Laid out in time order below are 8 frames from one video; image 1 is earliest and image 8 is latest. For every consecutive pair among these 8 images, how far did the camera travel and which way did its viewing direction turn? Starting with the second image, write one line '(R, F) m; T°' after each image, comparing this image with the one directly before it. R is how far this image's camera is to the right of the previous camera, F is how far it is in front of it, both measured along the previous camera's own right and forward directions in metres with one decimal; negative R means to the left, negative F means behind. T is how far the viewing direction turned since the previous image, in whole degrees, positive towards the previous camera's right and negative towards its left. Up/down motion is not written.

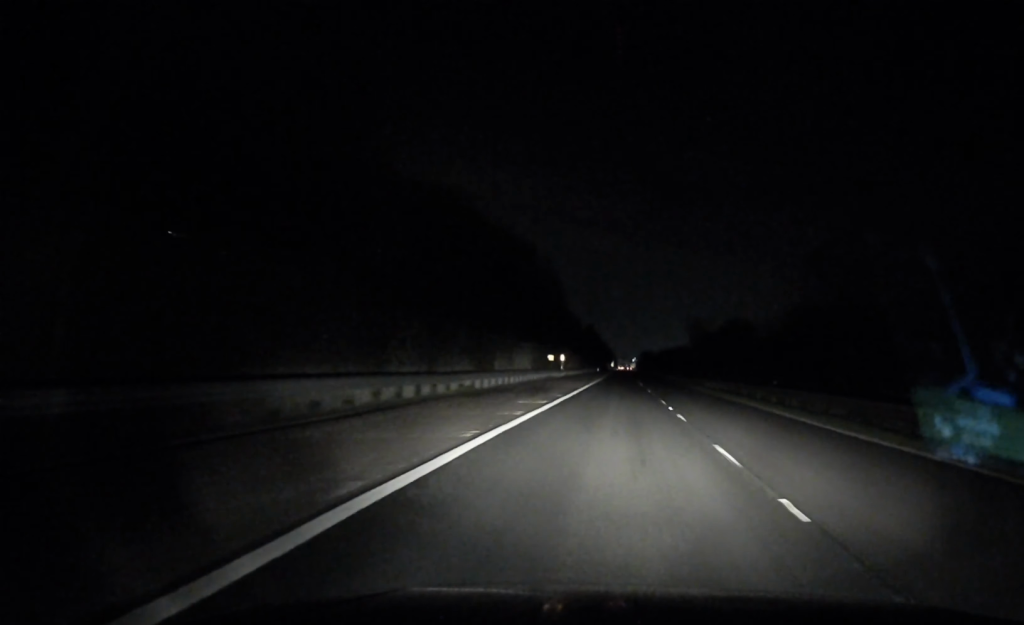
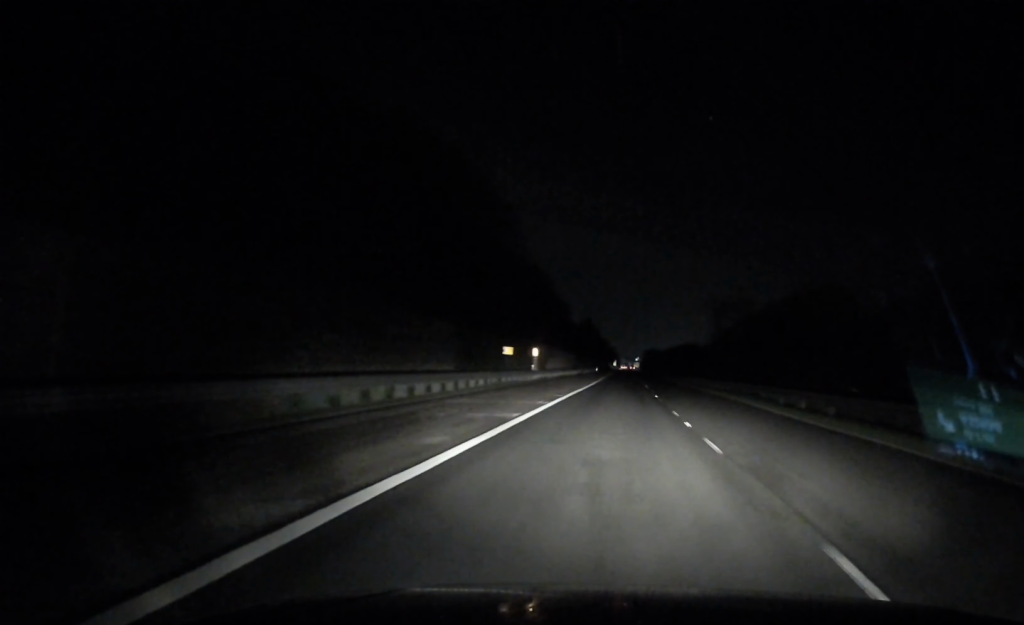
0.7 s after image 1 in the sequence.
(0.0, +24.8) m; 0°
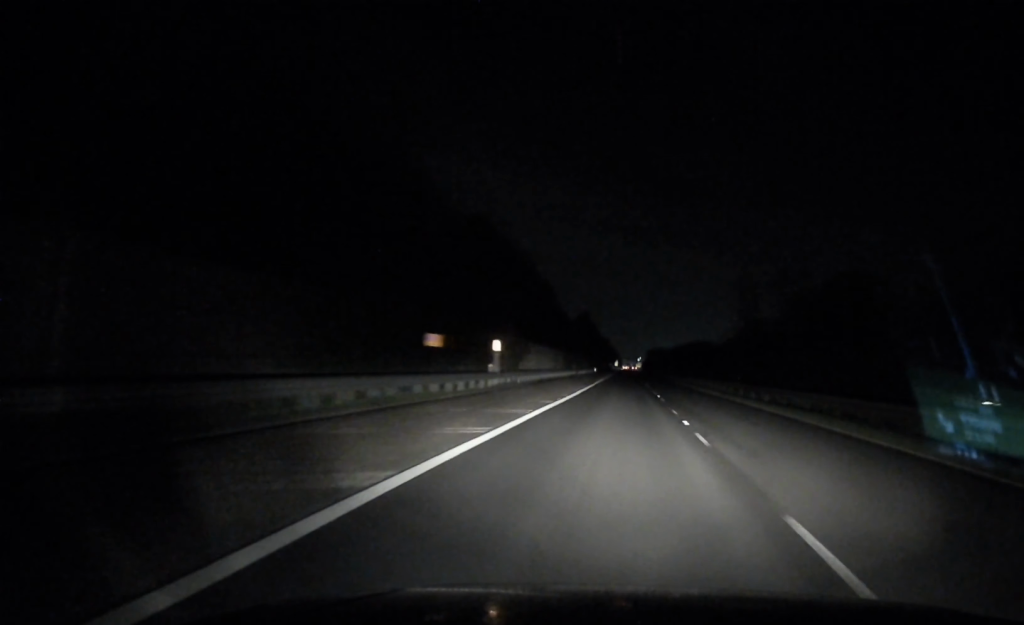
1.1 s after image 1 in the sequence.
(+0.2, +16.6) m; 0°
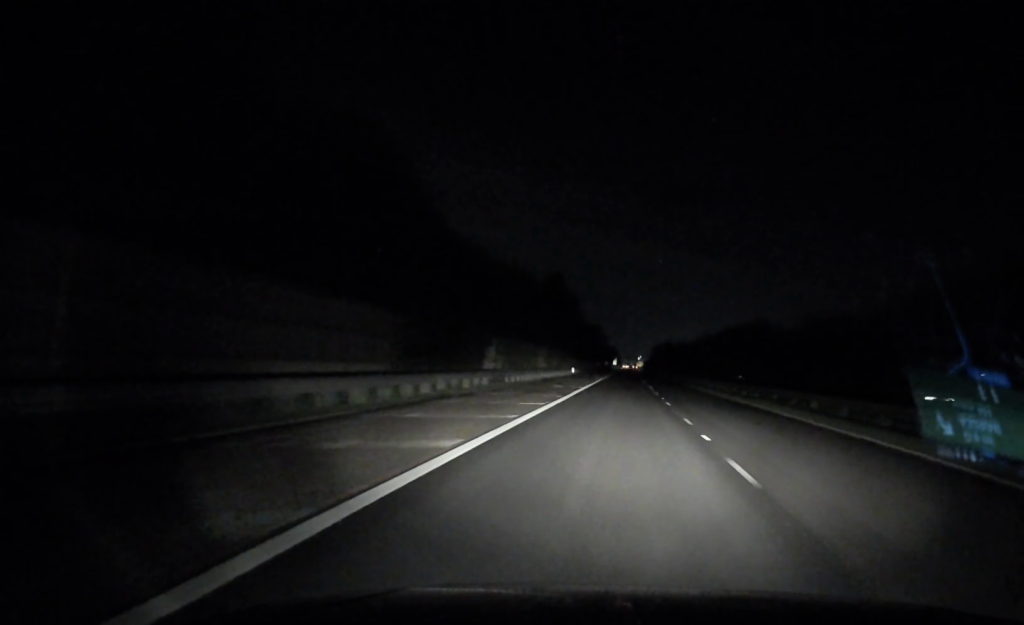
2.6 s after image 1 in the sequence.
(-0.5, +56.9) m; 0°
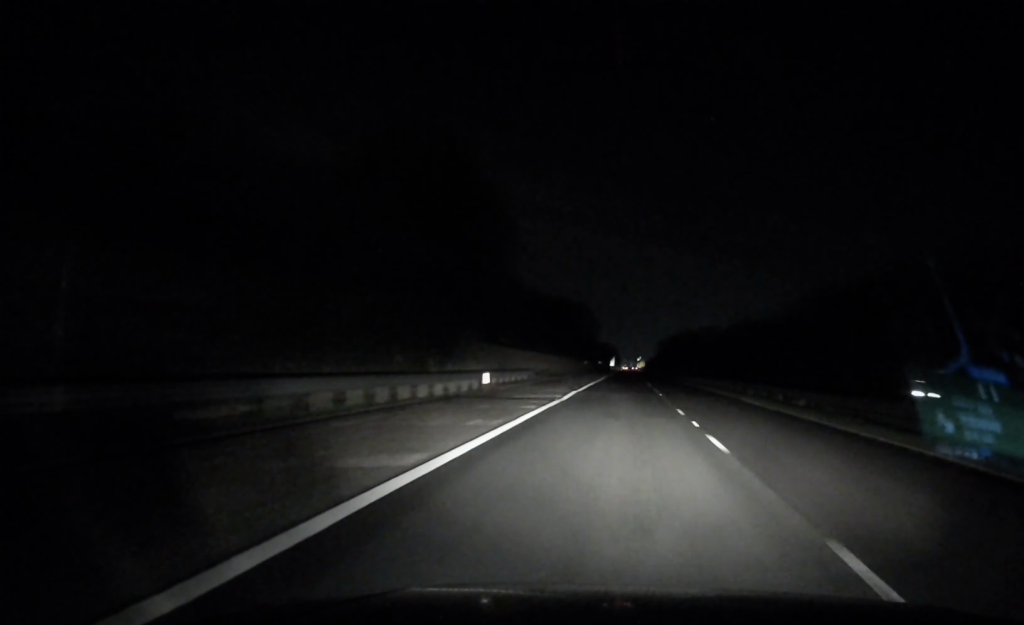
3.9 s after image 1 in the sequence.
(+0.4, +49.4) m; 0°
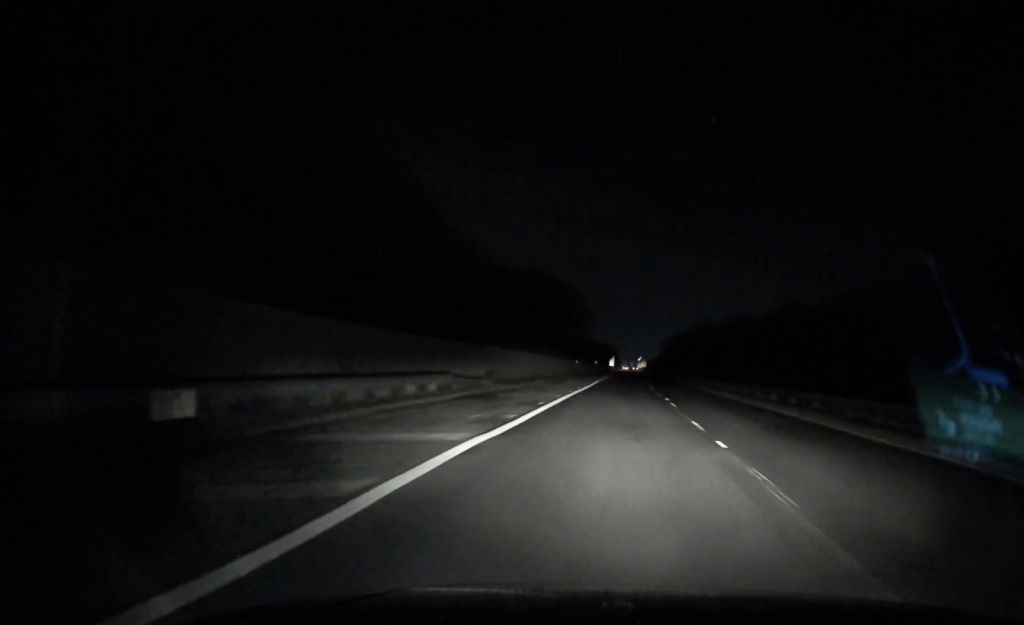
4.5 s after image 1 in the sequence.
(0.0, +22.6) m; 0°
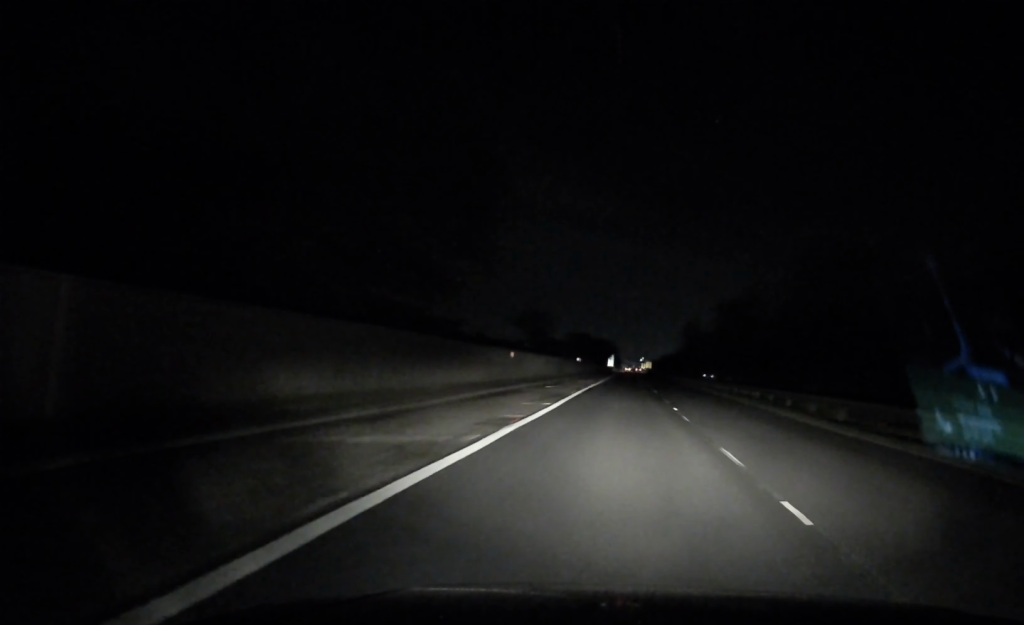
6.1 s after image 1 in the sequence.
(-0.5, +58.9) m; -1°
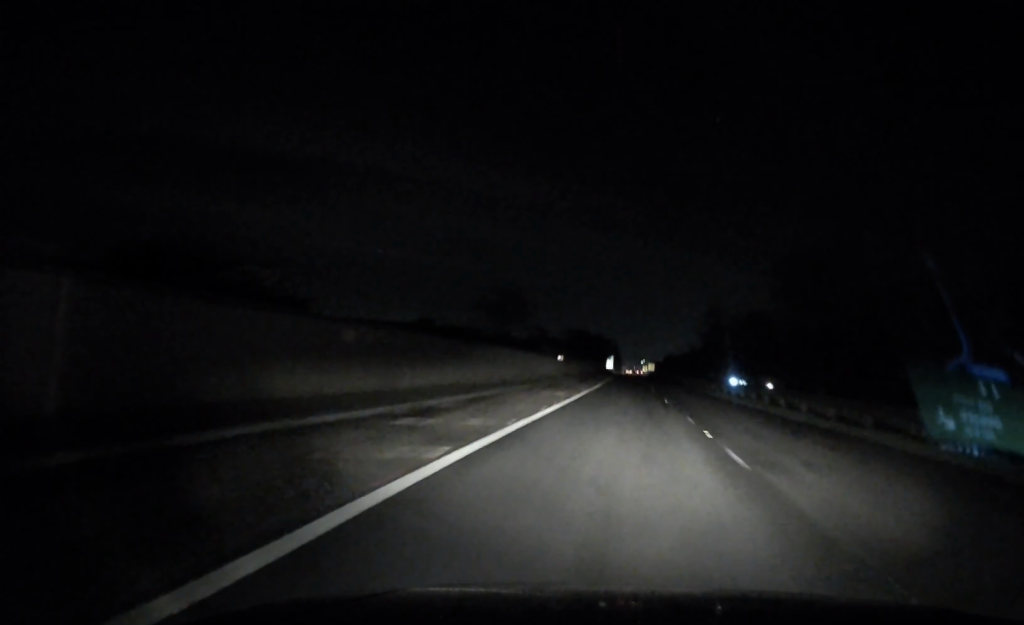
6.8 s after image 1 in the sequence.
(0.0, +26.0) m; 0°
